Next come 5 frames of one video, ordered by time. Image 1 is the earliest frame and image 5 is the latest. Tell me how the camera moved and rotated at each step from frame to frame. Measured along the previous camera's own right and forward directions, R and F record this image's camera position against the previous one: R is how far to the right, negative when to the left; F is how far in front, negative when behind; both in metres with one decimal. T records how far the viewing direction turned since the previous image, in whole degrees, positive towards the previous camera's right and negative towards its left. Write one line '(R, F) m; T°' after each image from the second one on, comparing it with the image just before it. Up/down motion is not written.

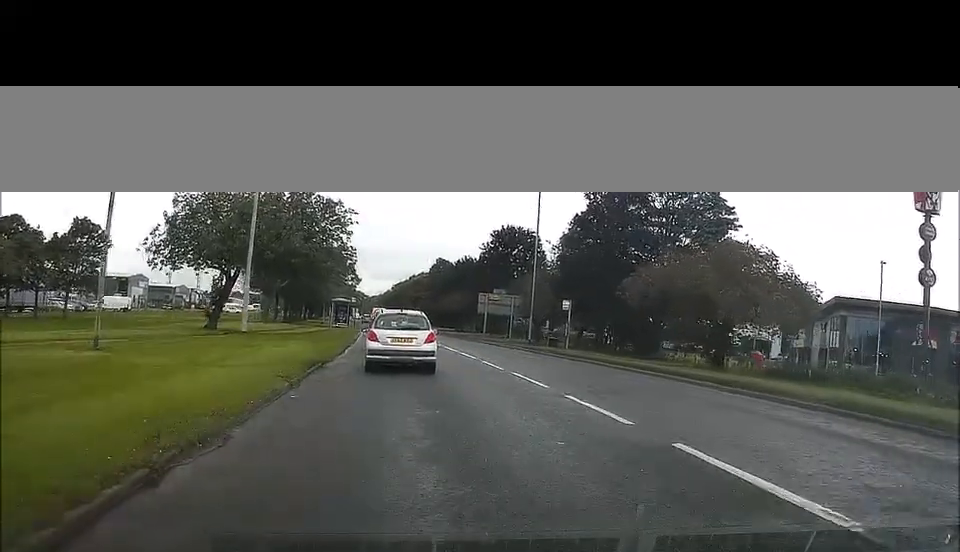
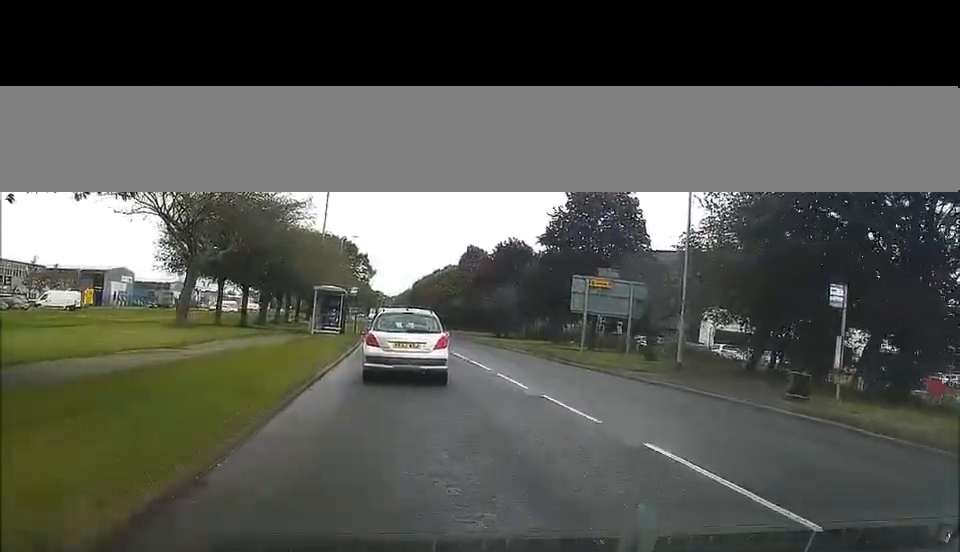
(-0.8, +28.2) m; -2°
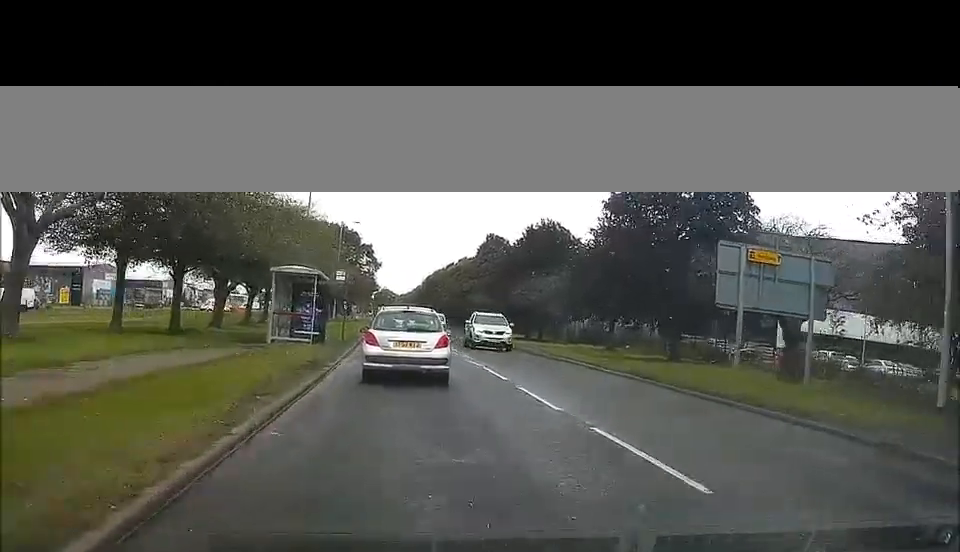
(-0.1, +16.1) m; -1°
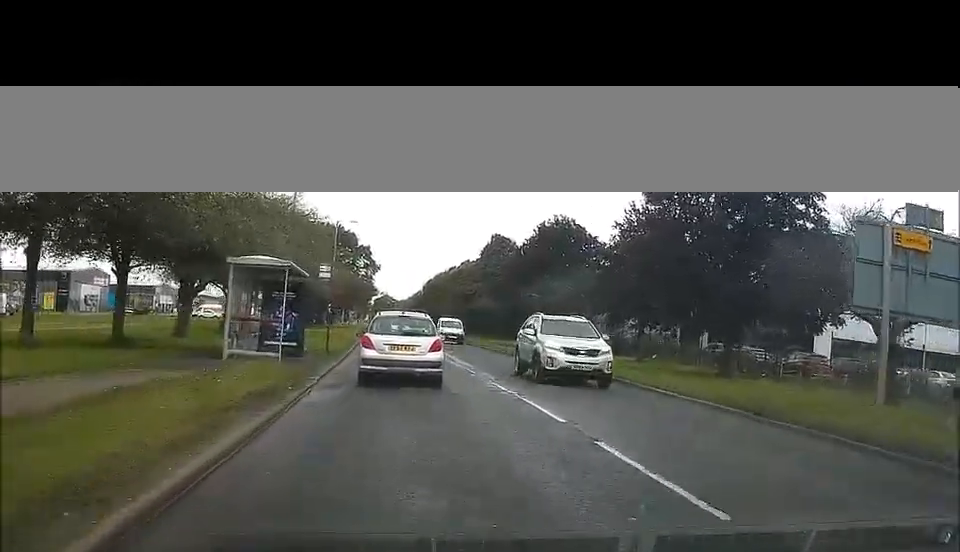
(-0.1, +6.6) m; 0°
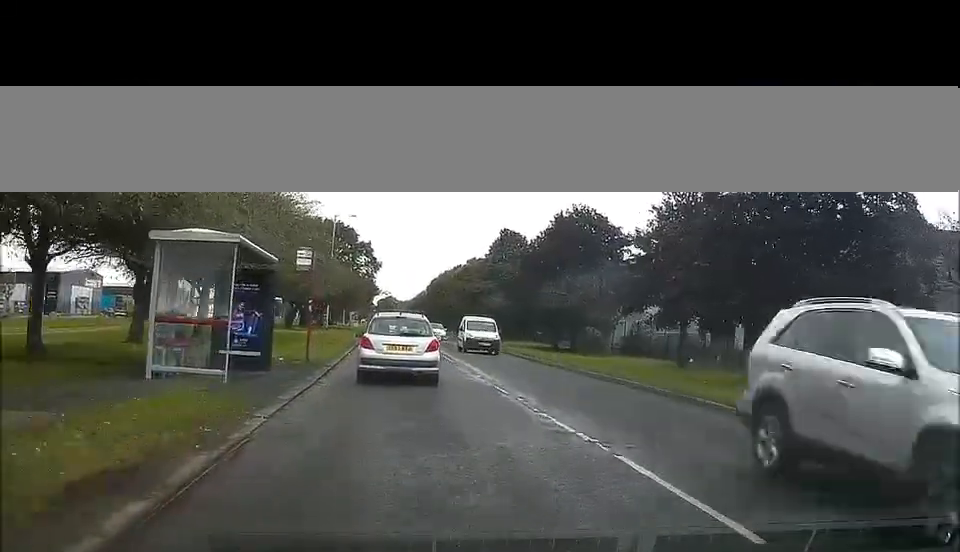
(+0.1, +6.3) m; 0°
